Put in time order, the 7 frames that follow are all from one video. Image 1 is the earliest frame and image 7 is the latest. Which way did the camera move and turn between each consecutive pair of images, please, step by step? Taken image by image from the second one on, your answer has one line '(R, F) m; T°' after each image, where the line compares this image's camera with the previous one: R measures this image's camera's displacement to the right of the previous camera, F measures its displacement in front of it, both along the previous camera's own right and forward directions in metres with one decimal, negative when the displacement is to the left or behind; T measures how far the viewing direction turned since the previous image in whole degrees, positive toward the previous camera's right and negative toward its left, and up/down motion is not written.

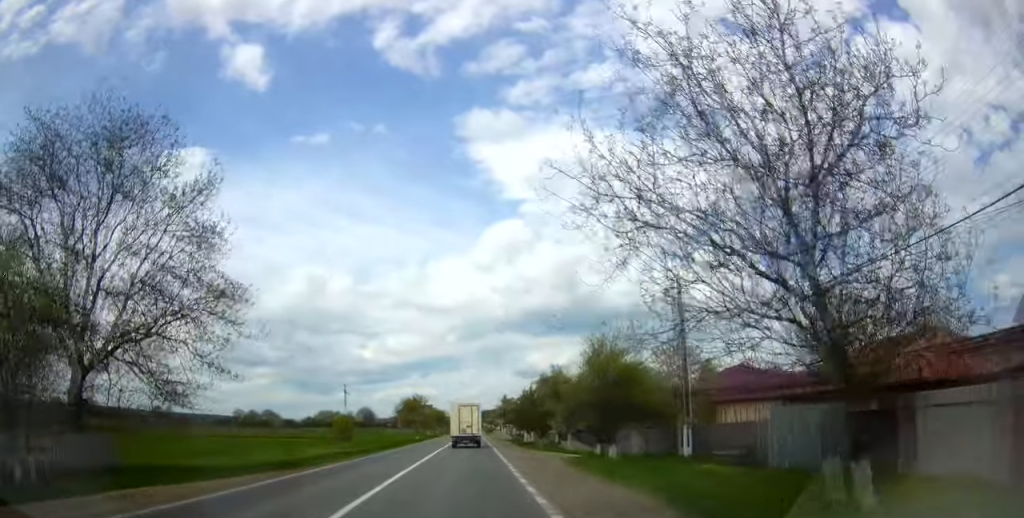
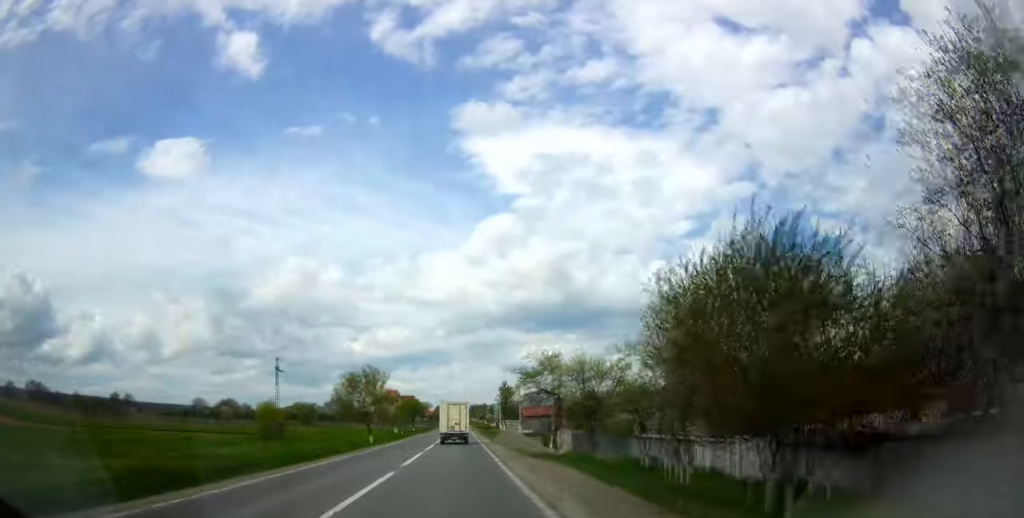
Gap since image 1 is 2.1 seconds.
(+1.4, +39.4) m; +4°
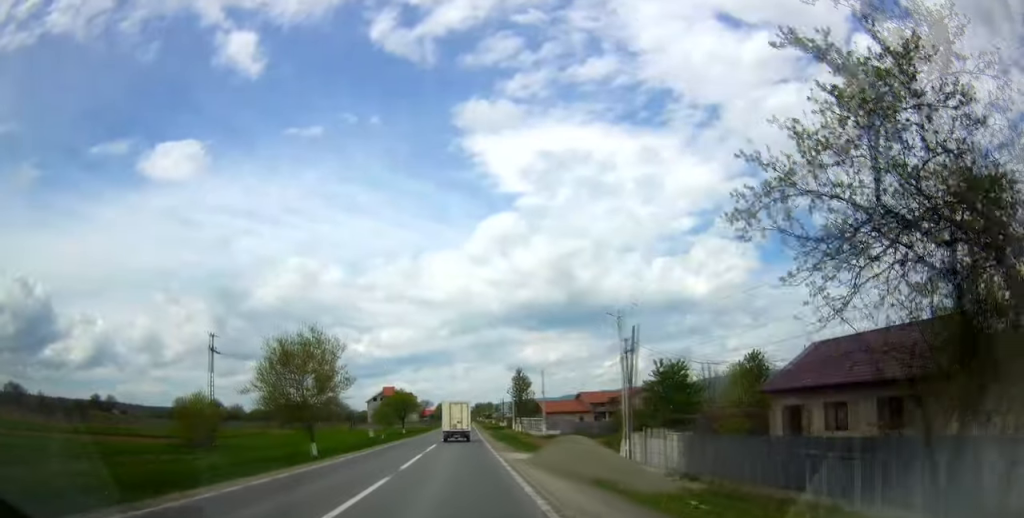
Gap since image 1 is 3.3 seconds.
(+0.8, +24.5) m; +2°
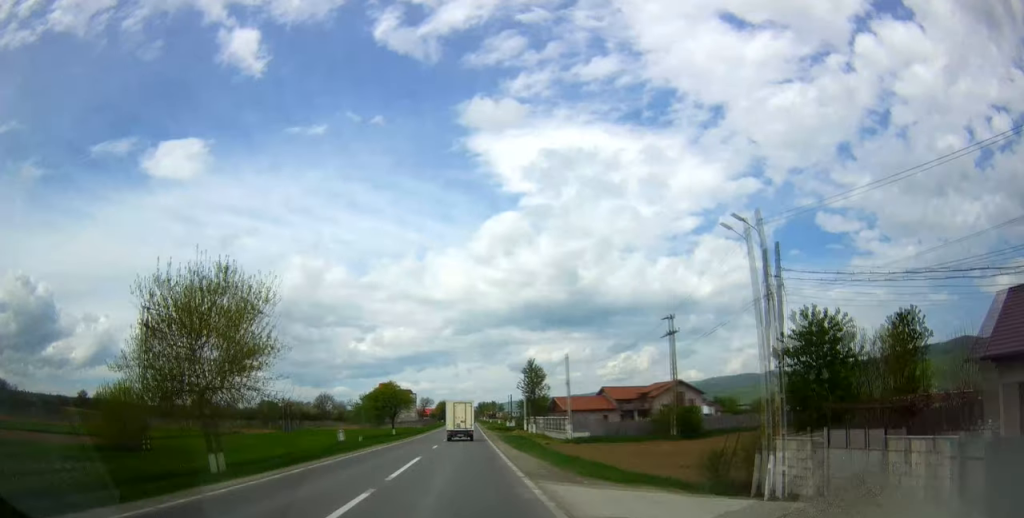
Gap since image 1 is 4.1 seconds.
(0.0, +15.5) m; -1°
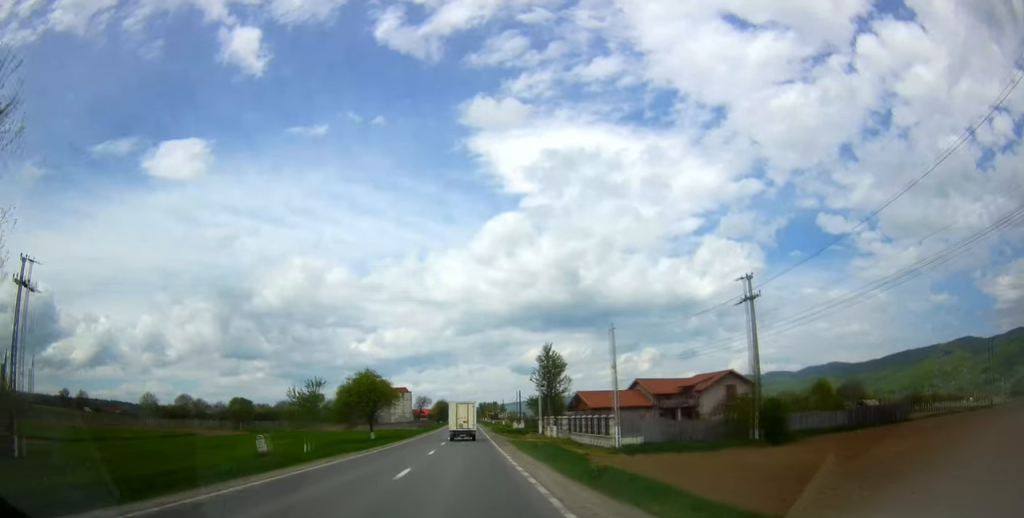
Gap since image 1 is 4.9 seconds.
(-0.2, +17.4) m; 0°
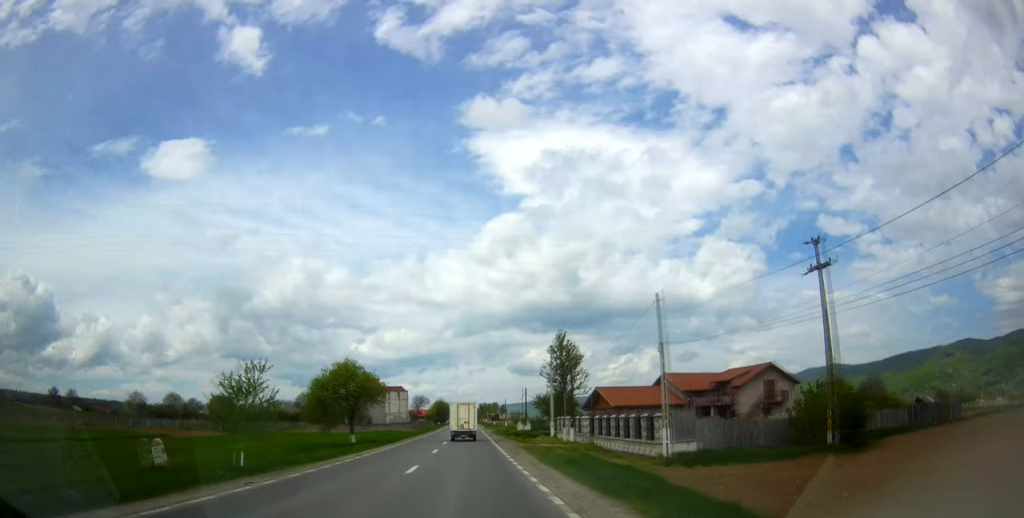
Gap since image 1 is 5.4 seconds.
(0.0, +10.0) m; 0°
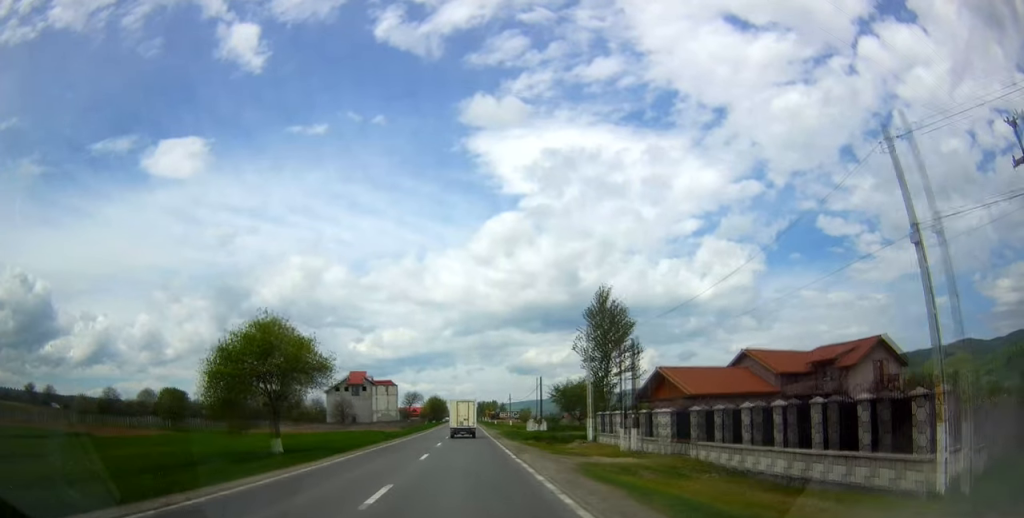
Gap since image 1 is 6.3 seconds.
(+0.2, +19.4) m; 0°
